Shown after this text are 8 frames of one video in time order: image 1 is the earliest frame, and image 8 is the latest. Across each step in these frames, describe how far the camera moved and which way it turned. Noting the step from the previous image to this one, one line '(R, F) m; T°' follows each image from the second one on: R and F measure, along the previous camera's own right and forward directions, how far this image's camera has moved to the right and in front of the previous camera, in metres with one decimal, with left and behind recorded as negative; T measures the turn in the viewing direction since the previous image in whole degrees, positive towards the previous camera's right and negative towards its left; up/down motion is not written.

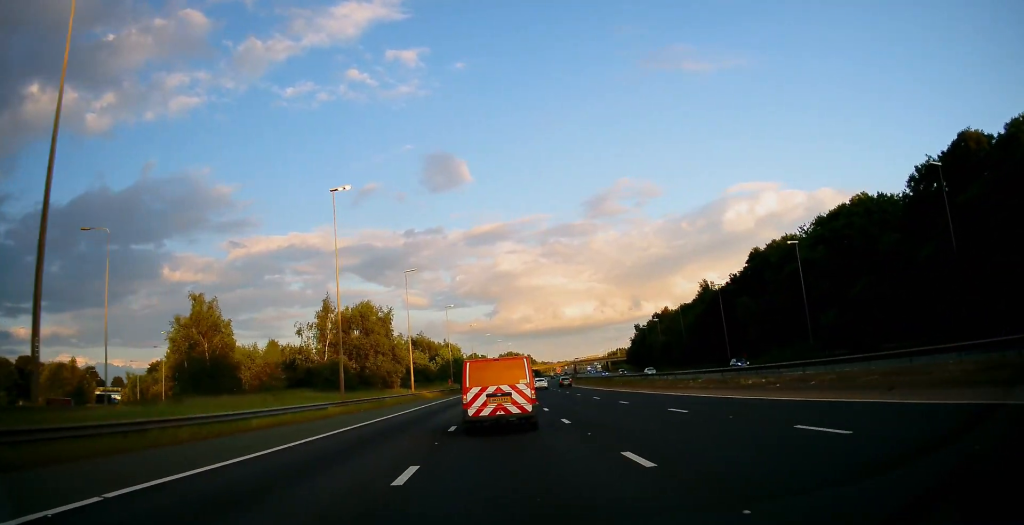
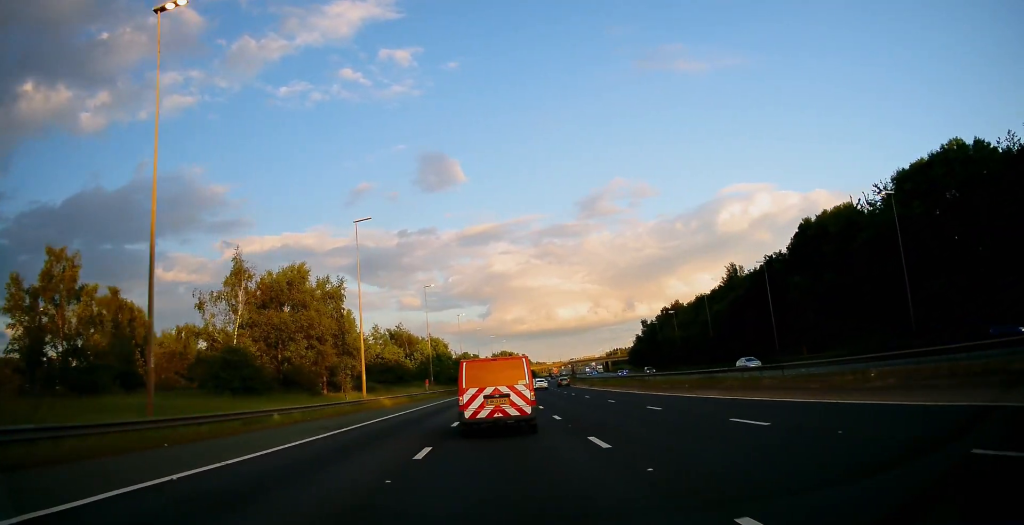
(+0.2, +24.4) m; +1°
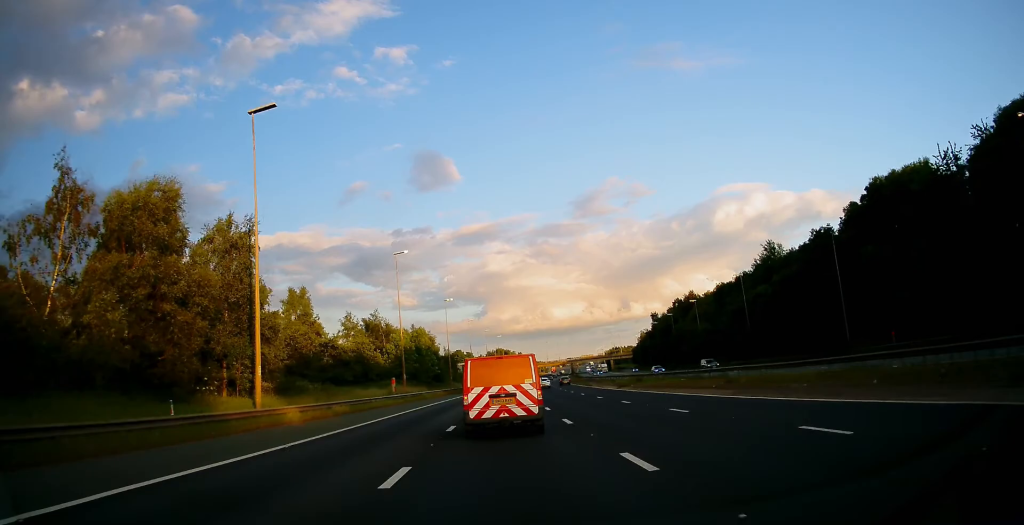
(+0.2, +22.0) m; +1°
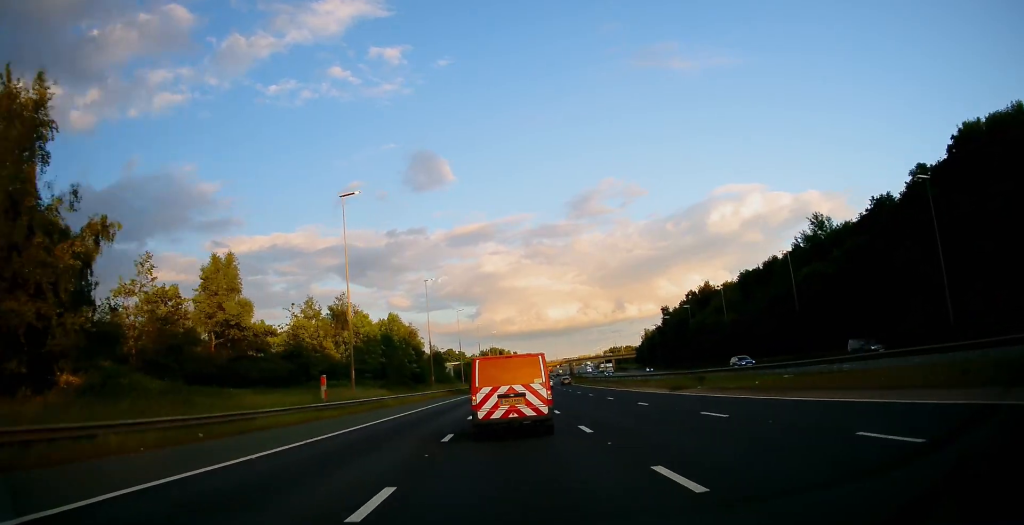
(+0.1, +21.7) m; +1°
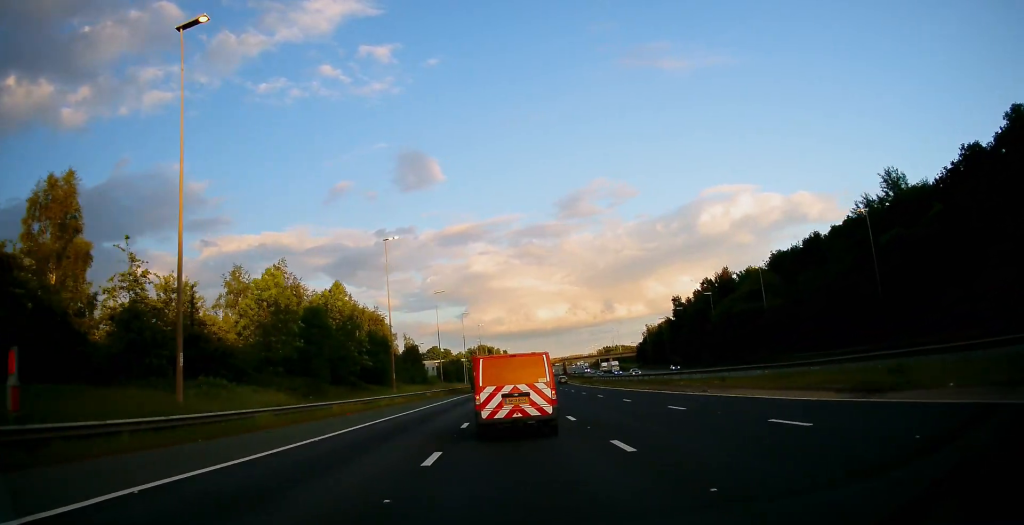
(+0.1, +24.9) m; +1°
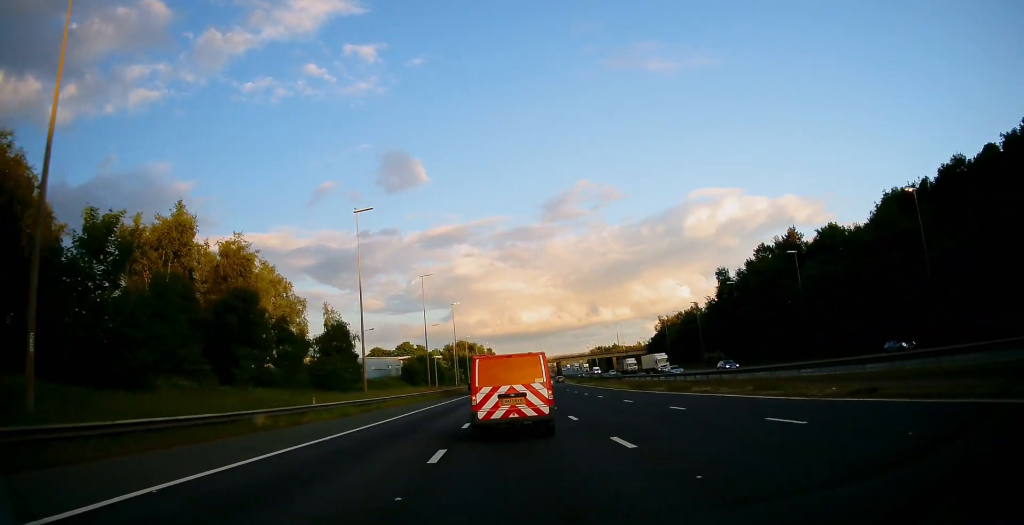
(+0.9, +52.3) m; +1°
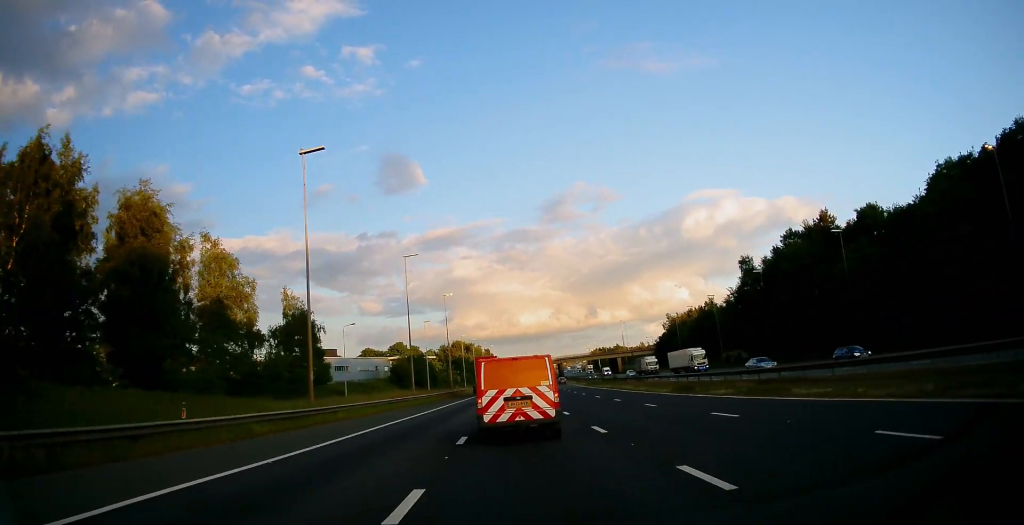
(0.0, +15.1) m; +1°
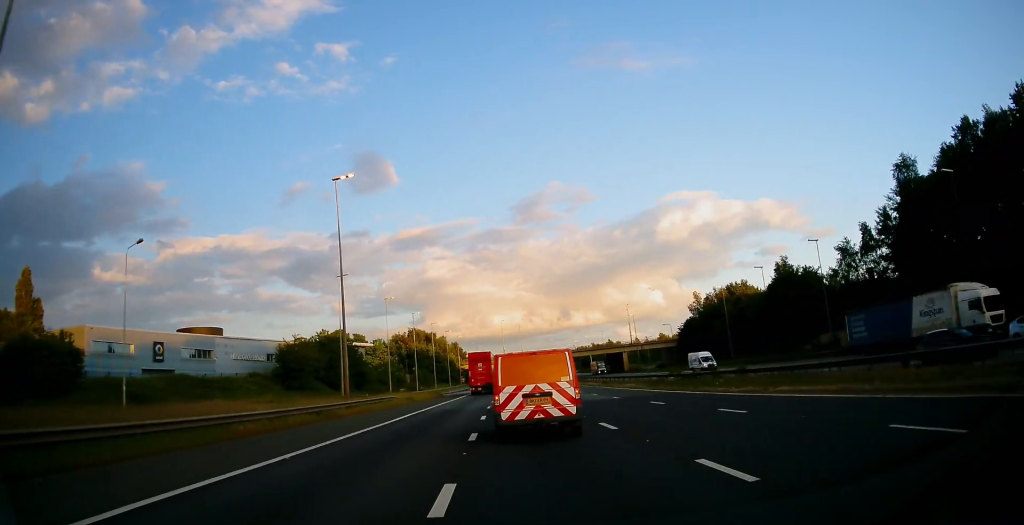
(+1.9, +58.9) m; +3°
